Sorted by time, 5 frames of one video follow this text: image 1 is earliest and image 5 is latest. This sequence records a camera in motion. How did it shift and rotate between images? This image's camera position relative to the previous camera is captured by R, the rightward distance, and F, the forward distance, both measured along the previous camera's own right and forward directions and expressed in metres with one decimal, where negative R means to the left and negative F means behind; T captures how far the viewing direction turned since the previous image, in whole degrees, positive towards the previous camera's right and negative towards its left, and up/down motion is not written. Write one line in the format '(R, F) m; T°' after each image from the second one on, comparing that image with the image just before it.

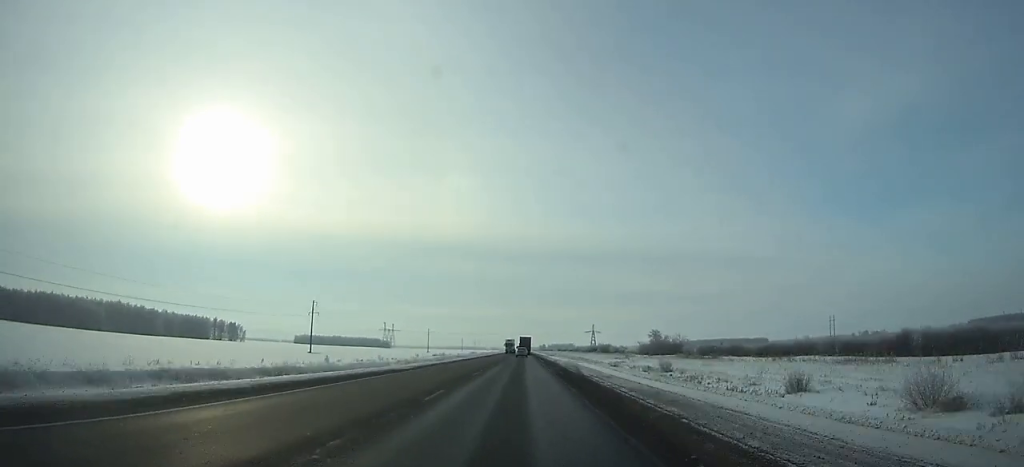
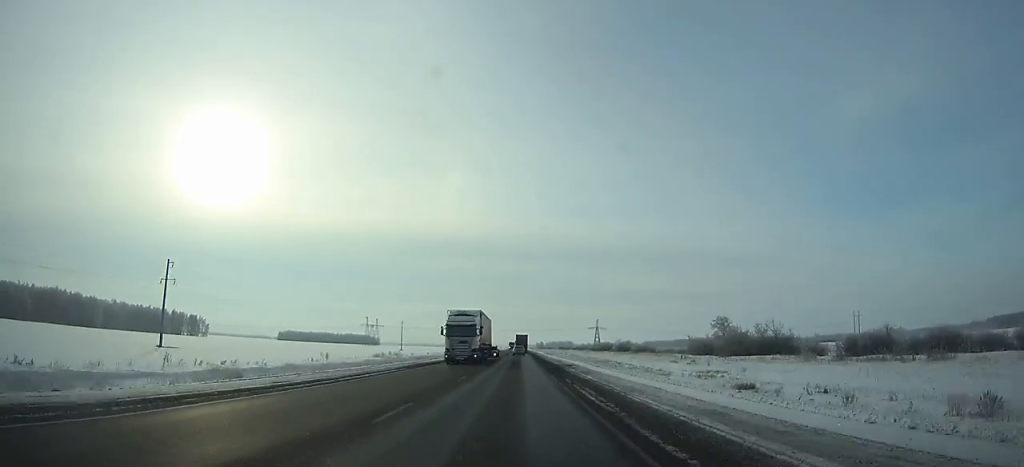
(0.0, +65.0) m; 0°
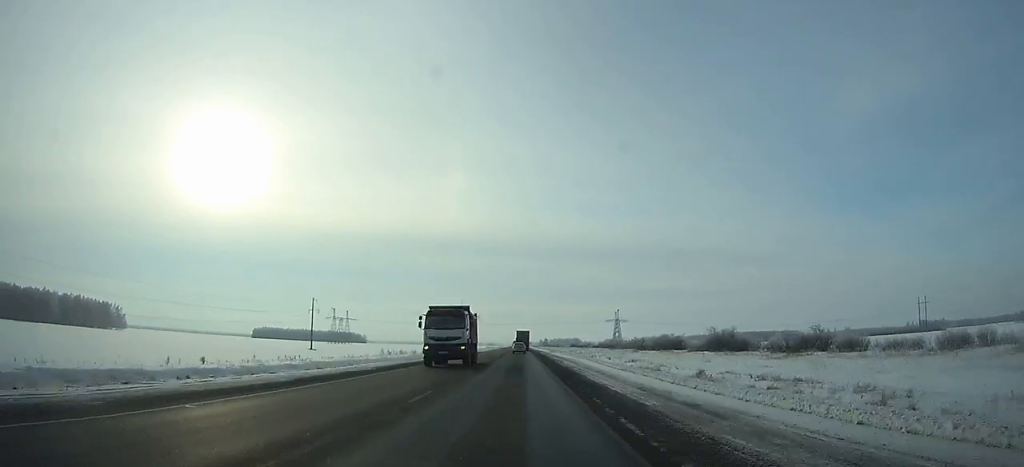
(-0.2, +116.4) m; 0°
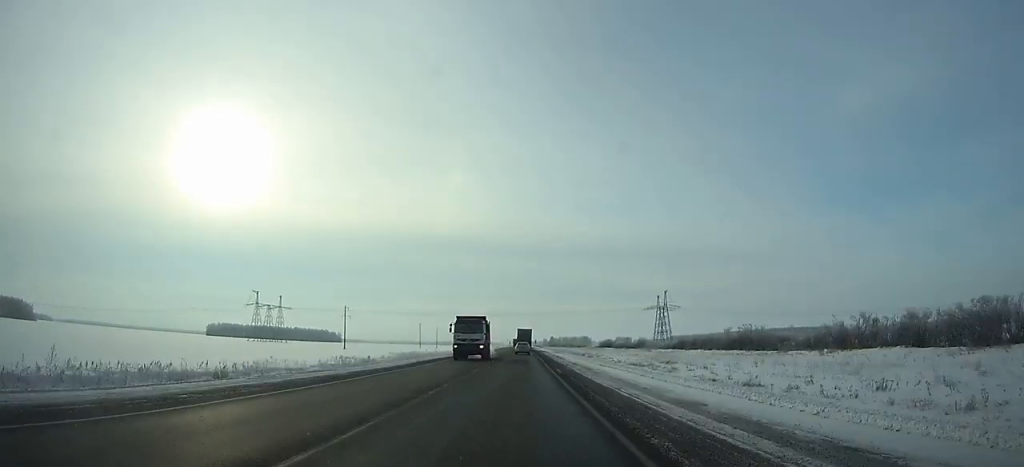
(-0.1, +153.2) m; 0°
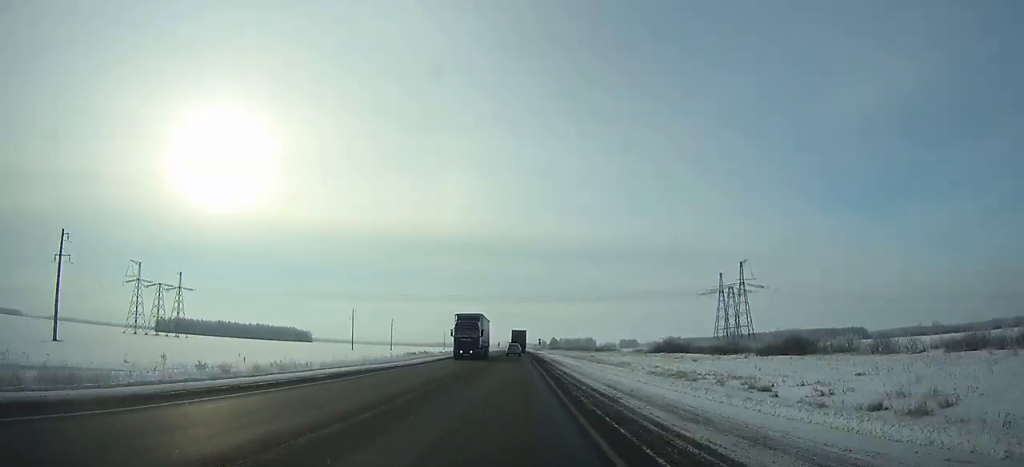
(-0.1, +118.9) m; 0°
